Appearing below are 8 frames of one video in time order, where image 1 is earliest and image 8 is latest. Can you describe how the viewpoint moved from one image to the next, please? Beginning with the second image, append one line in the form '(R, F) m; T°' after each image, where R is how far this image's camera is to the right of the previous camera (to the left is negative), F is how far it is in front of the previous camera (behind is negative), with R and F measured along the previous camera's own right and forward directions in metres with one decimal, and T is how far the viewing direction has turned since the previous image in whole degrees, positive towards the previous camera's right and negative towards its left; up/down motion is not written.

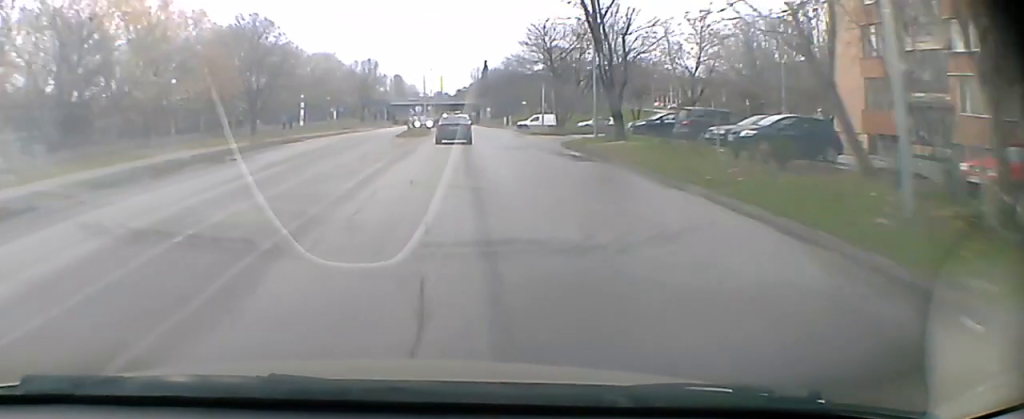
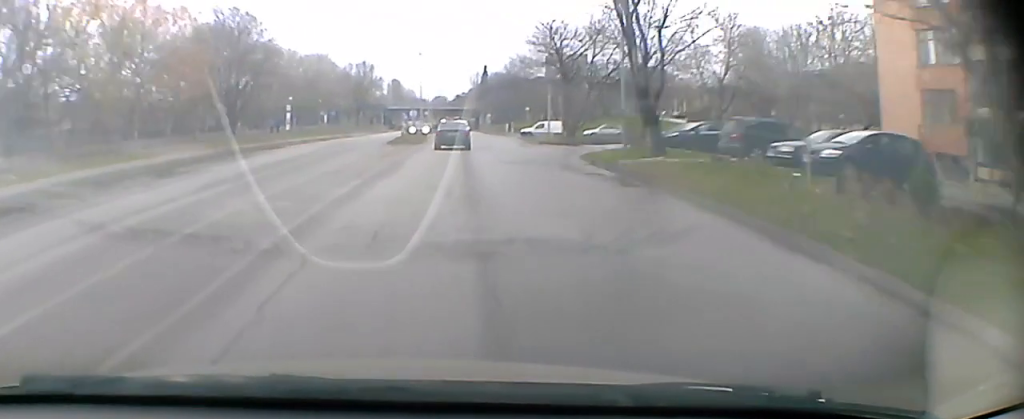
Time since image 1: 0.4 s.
(0.0, +5.8) m; 0°
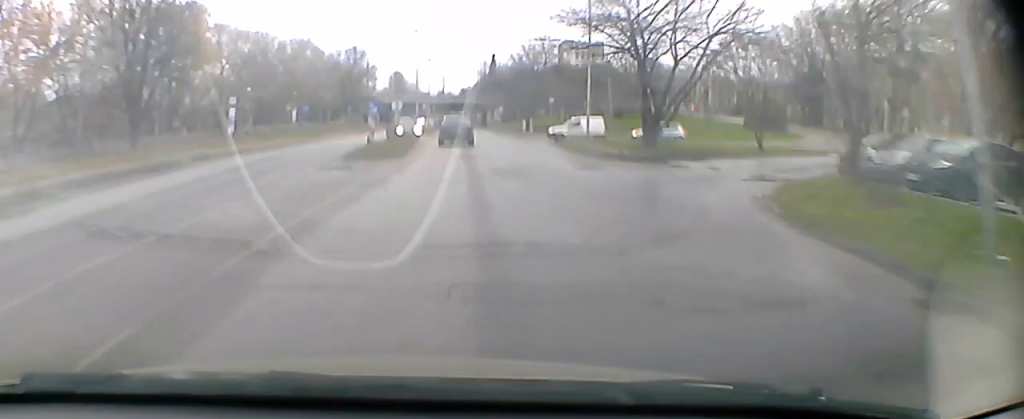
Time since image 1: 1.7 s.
(+0.1, +19.0) m; +1°
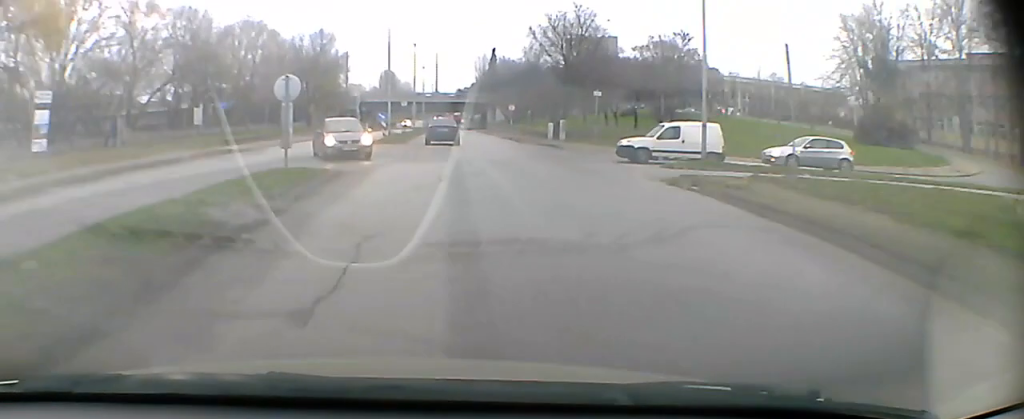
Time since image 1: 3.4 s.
(-0.1, +25.1) m; -1°
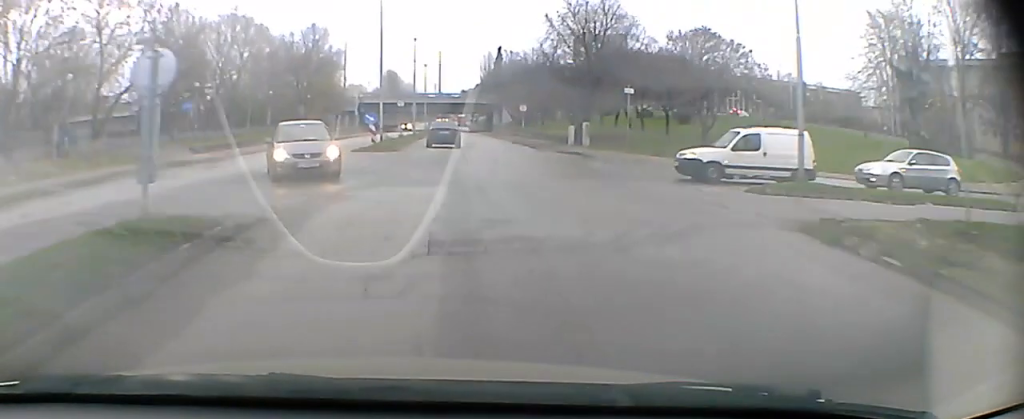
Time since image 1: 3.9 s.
(0.0, +7.4) m; 0°
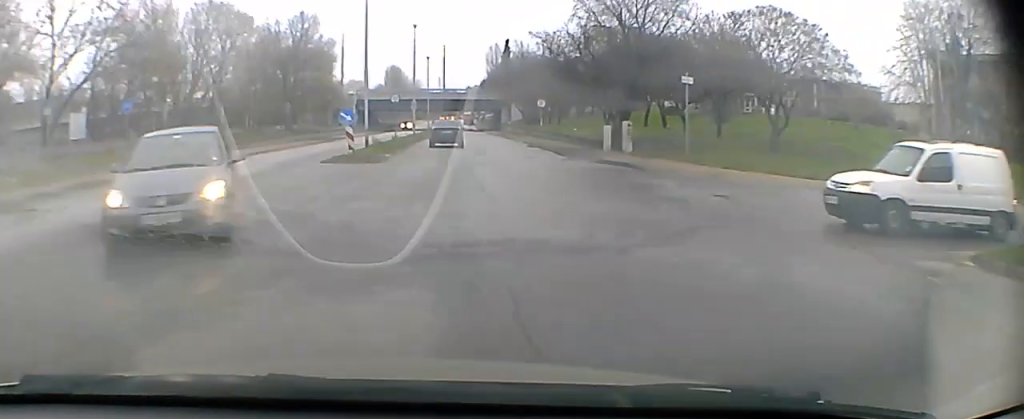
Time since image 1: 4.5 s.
(0.0, +8.9) m; 0°
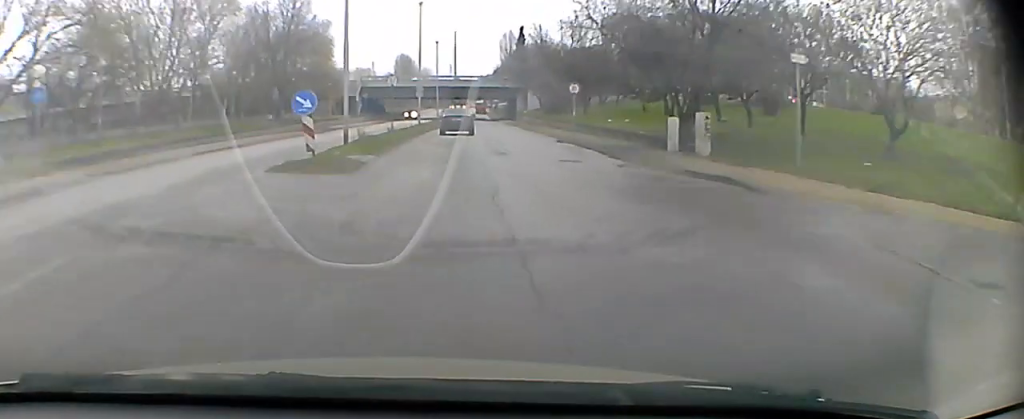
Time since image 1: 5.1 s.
(0.0, +8.9) m; 0°
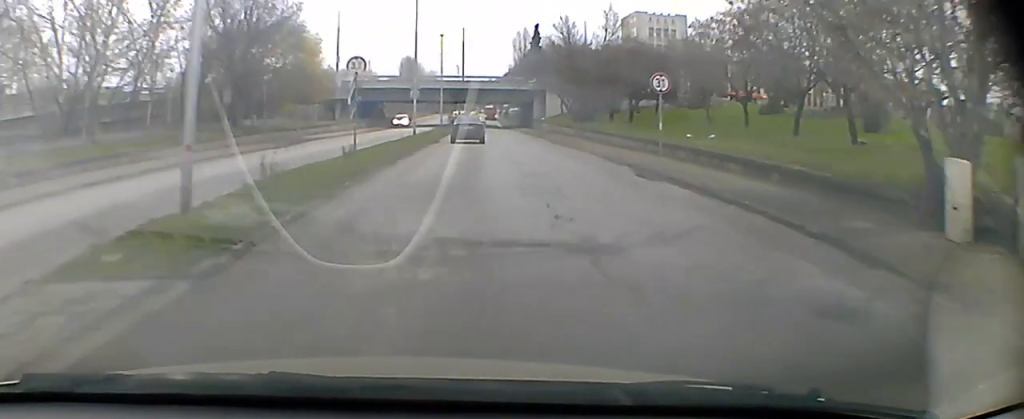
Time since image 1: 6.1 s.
(0.0, +14.9) m; 0°
